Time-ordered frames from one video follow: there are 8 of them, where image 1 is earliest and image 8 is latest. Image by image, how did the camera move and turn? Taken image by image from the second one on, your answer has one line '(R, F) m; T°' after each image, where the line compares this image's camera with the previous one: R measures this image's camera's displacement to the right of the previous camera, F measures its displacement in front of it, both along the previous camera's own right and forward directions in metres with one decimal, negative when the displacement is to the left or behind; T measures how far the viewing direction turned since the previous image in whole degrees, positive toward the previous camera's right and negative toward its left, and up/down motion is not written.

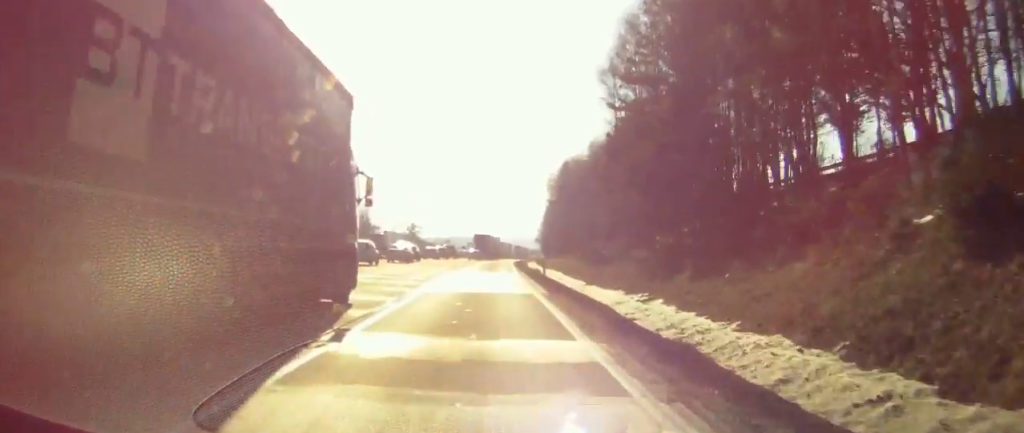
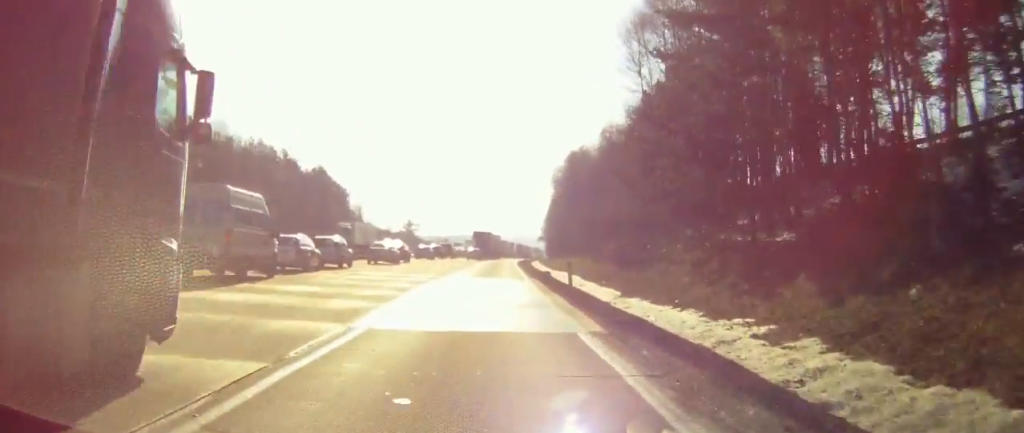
(-0.5, +12.9) m; -1°
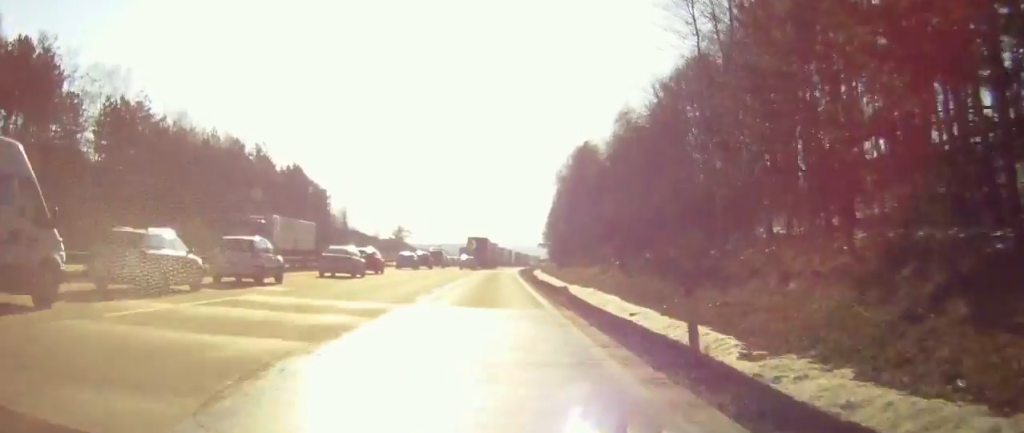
(+0.3, +16.6) m; +2°
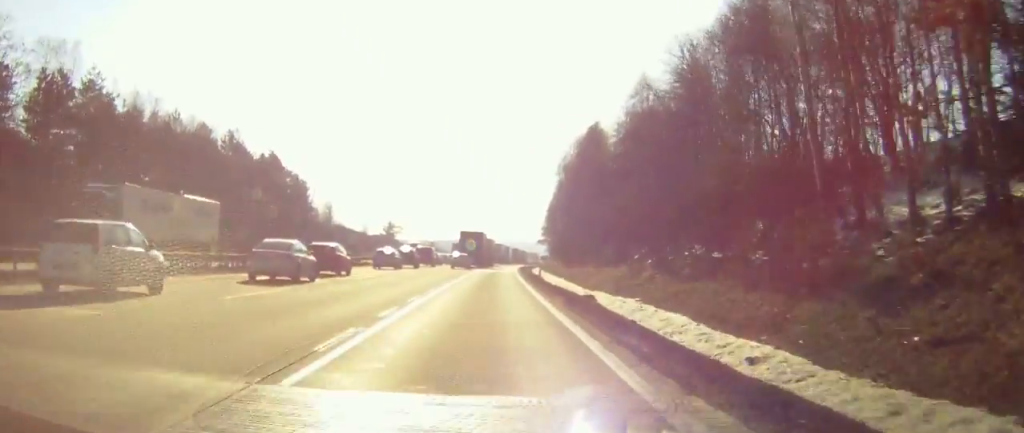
(+0.2, +13.7) m; 0°
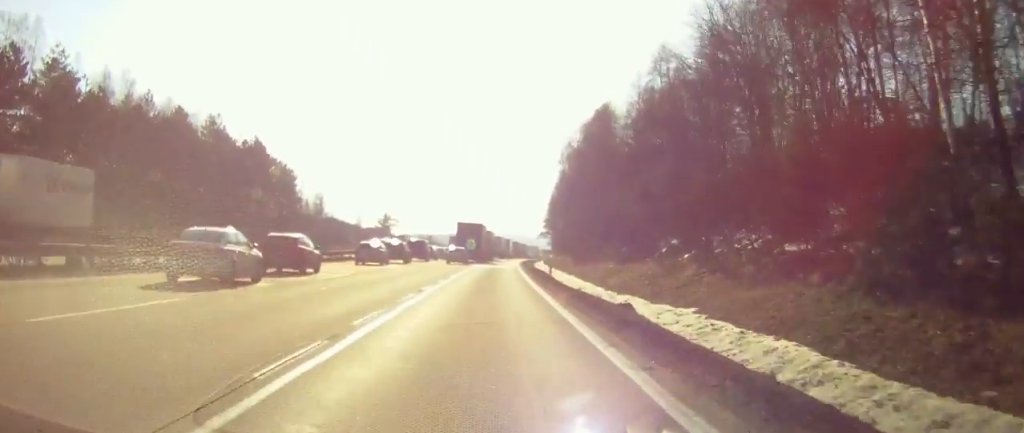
(+0.1, +8.4) m; 0°
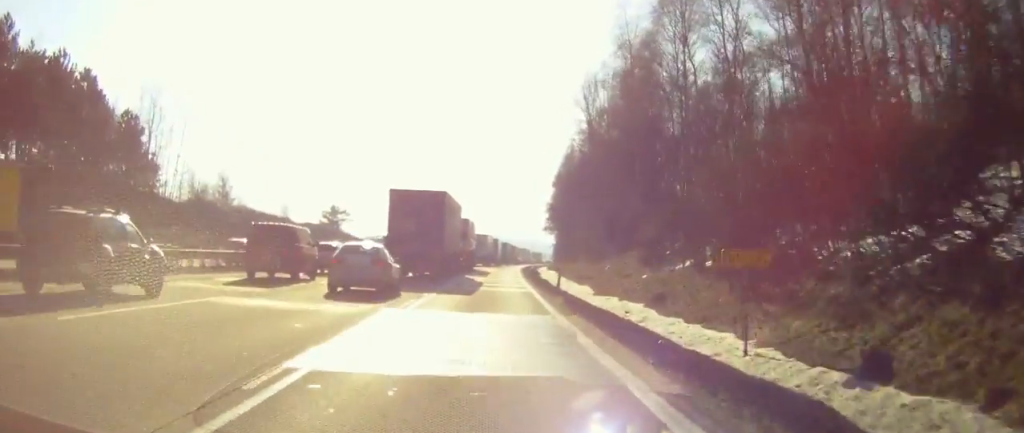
(+0.5, +56.0) m; 0°
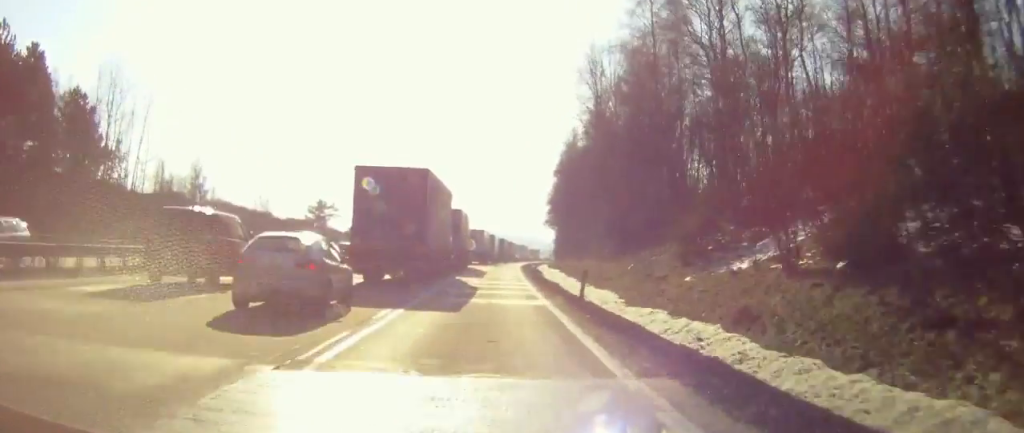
(-0.1, +9.9) m; 0°
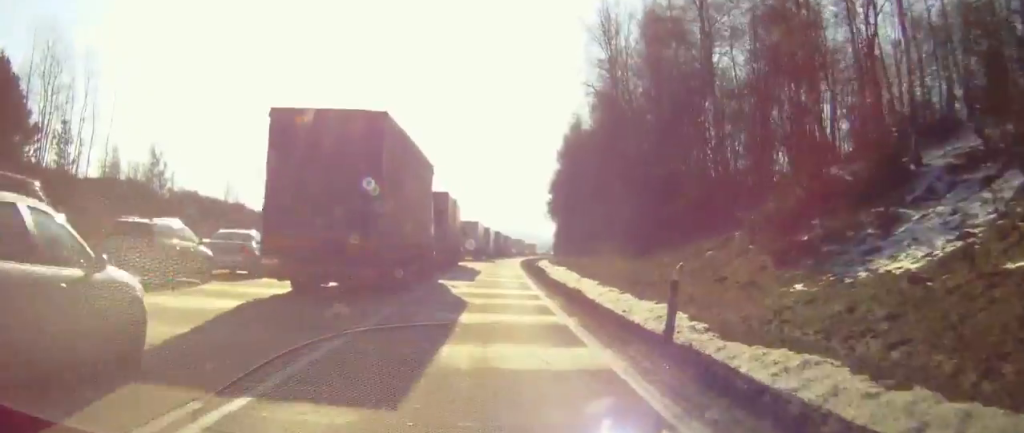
(-0.1, +12.9) m; +1°
